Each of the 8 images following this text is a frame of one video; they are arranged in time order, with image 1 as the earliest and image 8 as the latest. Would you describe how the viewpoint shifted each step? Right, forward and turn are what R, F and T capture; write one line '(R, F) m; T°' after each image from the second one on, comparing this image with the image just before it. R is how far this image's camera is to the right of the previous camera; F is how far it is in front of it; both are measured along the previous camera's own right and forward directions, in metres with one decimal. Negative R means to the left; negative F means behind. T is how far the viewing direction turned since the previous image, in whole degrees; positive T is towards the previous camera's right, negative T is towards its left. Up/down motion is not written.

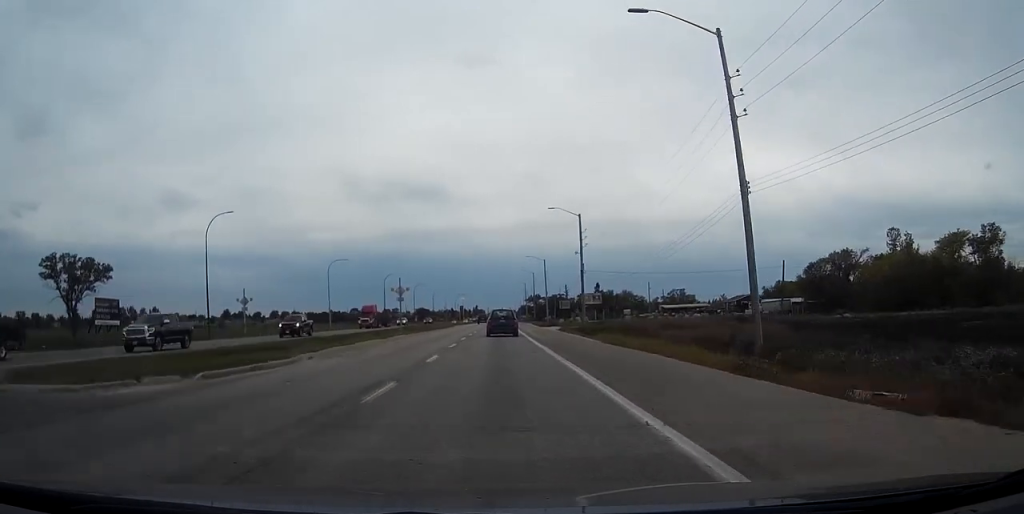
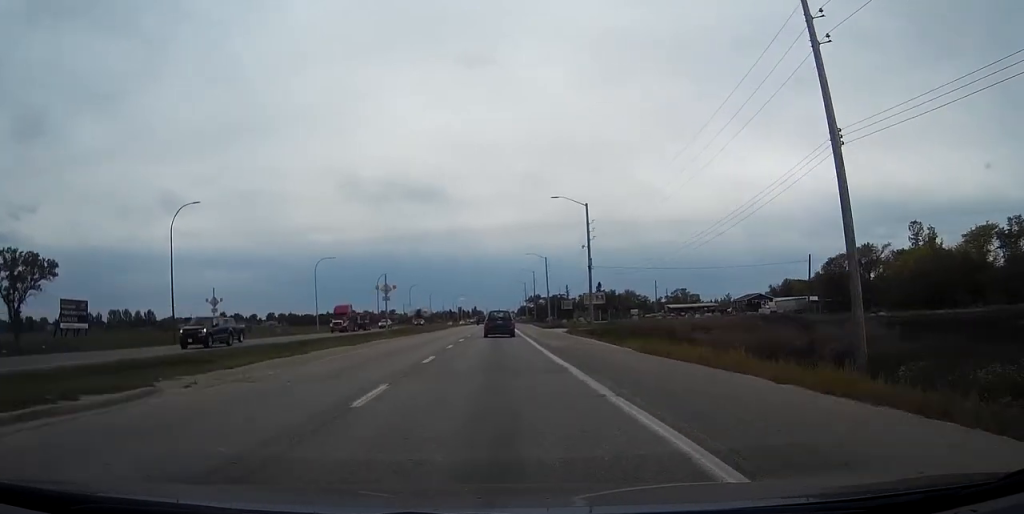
(+0.1, +9.4) m; 0°
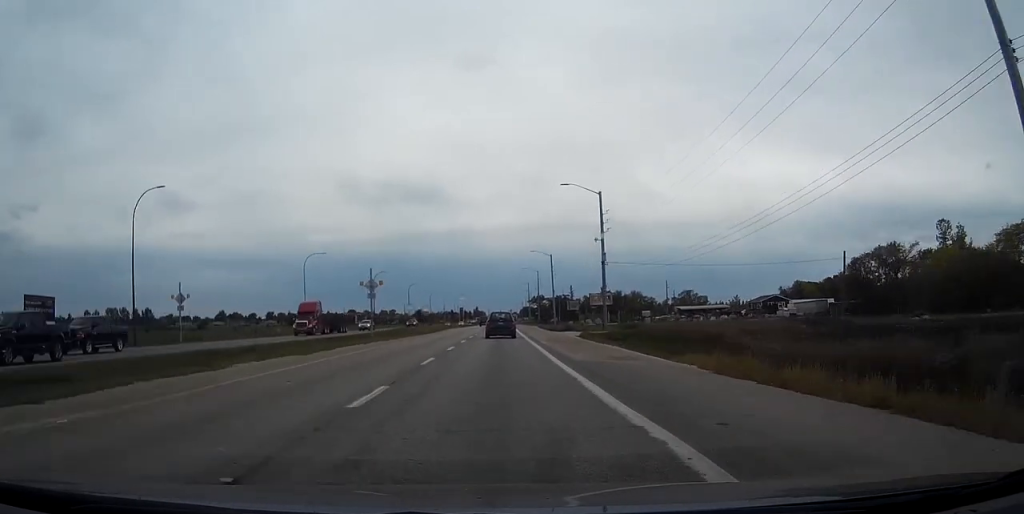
(0.0, +9.4) m; 0°
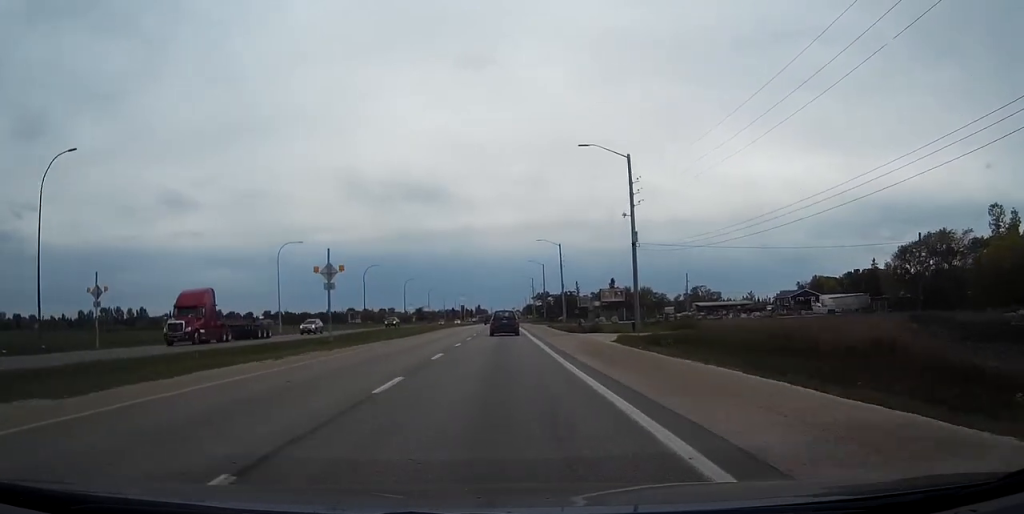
(-0.1, +16.3) m; 0°
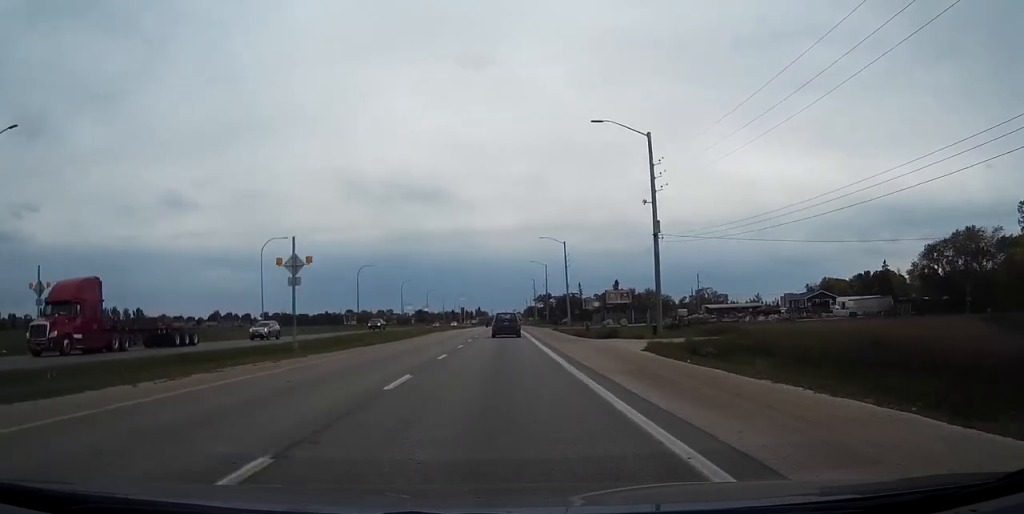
(0.0, +8.2) m; 0°
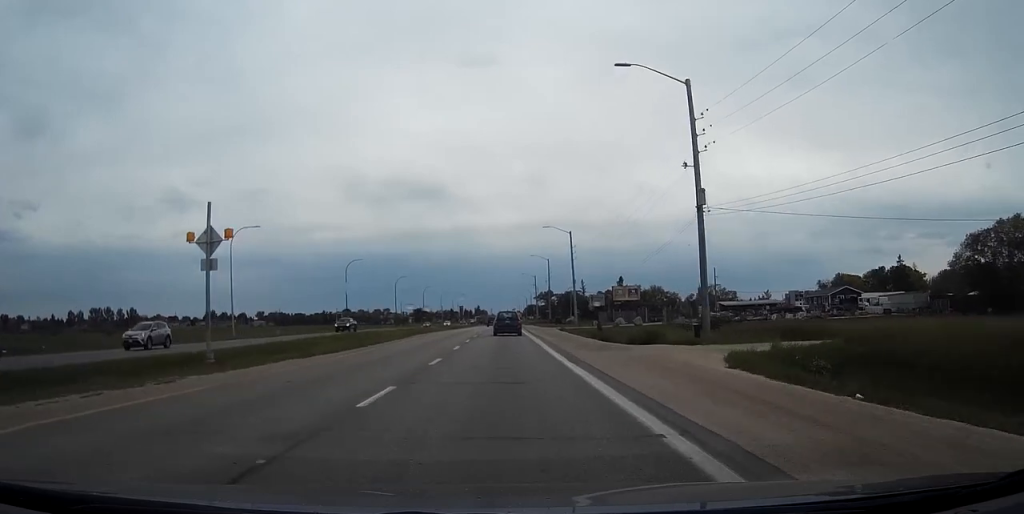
(0.0, +11.7) m; 0°
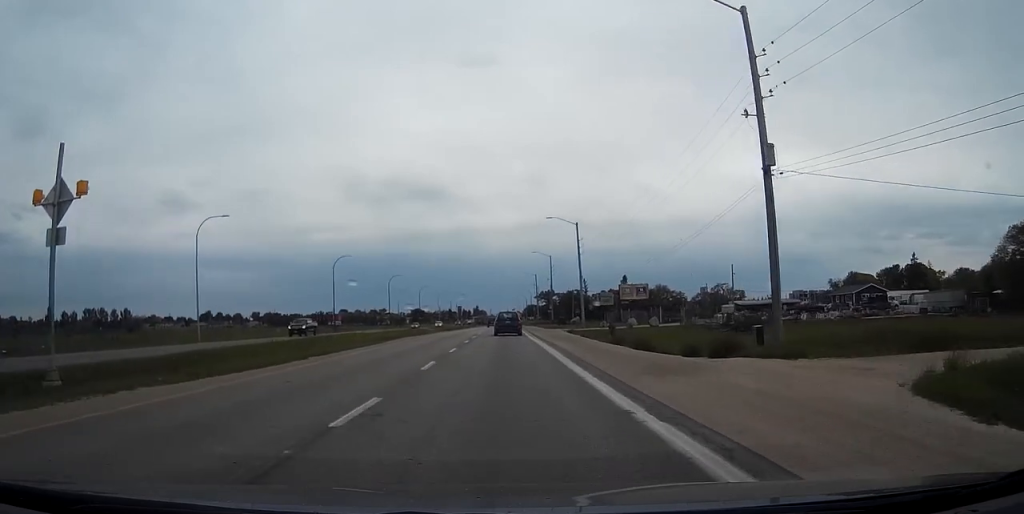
(-0.1, +10.6) m; 0°
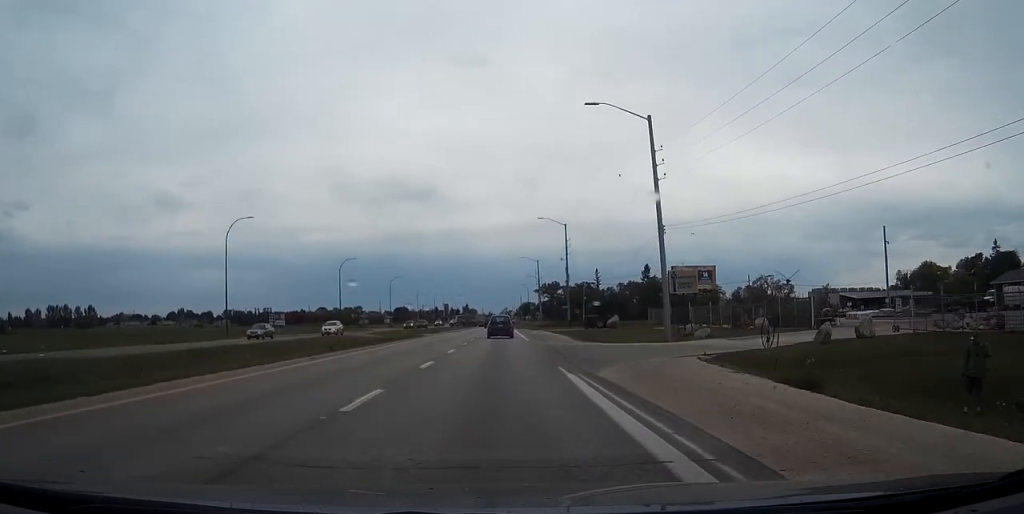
(+0.2, +52.8) m; 0°
